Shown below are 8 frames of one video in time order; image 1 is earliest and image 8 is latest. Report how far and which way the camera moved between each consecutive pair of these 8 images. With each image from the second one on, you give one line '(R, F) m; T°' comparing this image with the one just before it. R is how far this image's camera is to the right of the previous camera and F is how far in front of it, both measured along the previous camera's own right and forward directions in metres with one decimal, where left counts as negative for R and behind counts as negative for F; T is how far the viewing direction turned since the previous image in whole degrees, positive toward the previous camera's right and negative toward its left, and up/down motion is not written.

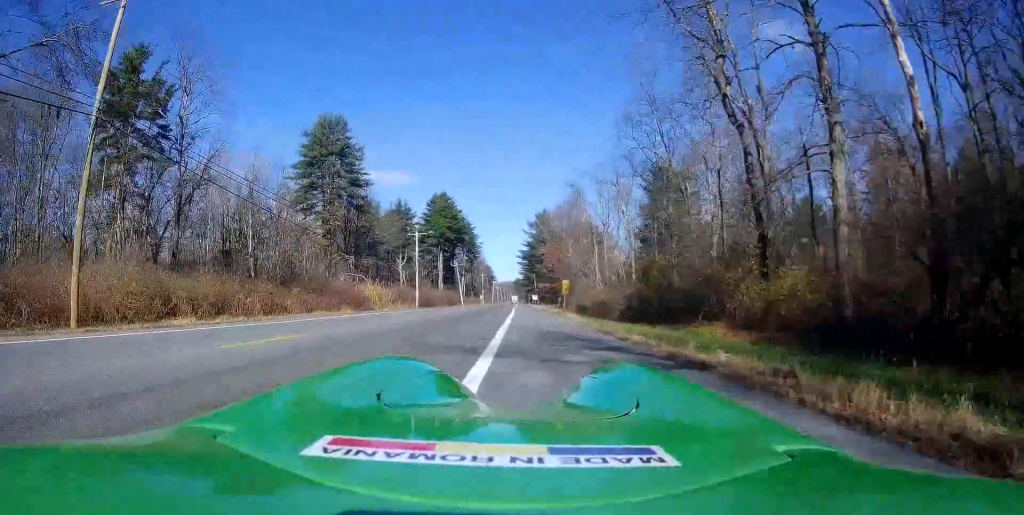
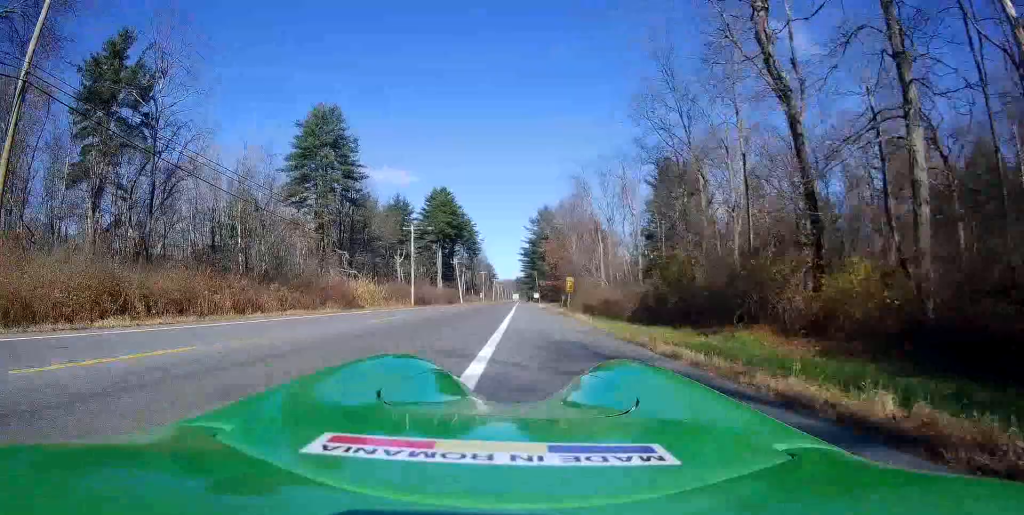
(0.0, +4.1) m; +1°
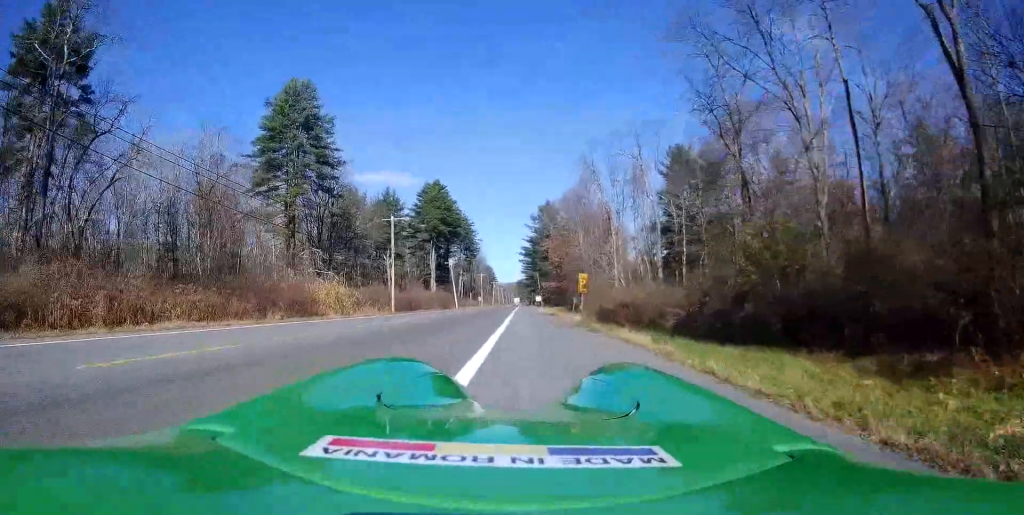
(+0.2, +10.9) m; +2°
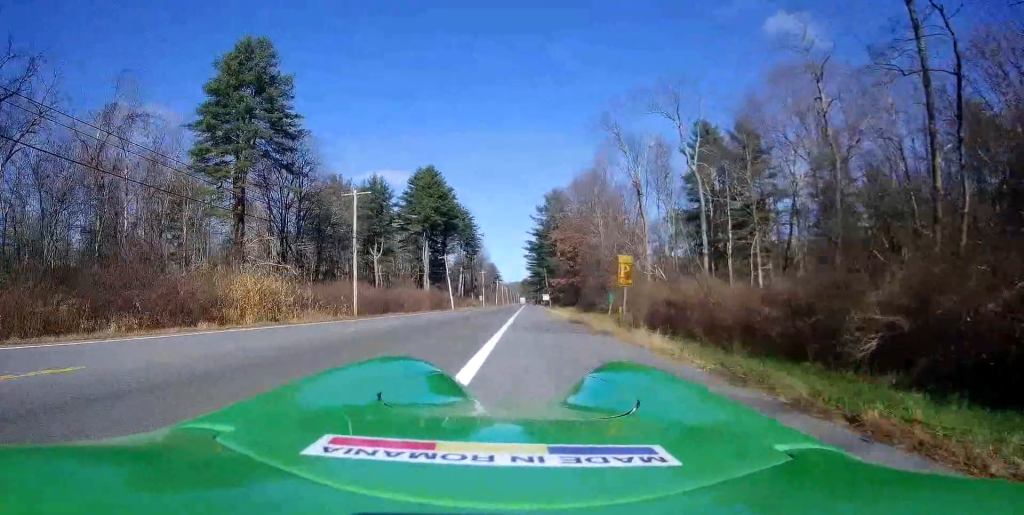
(-0.2, +15.6) m; -2°
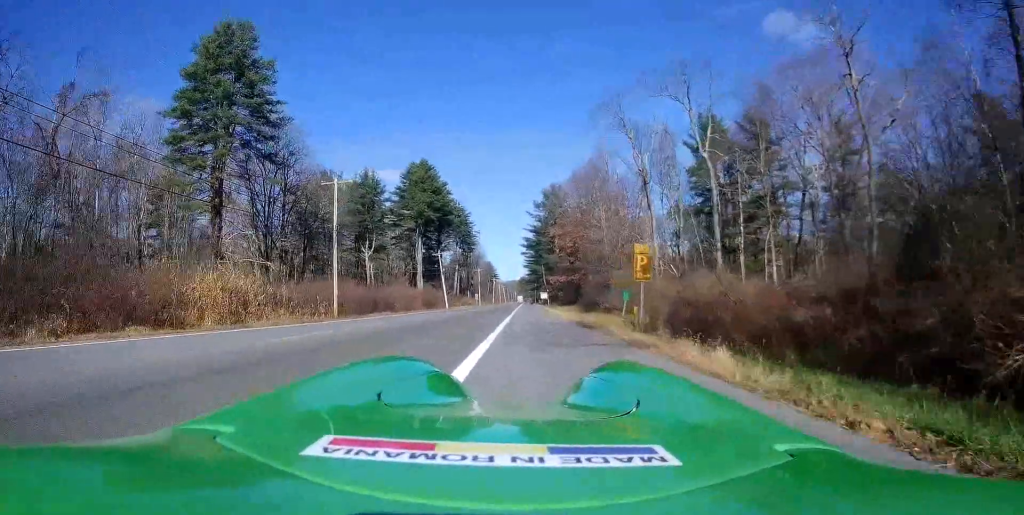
(0.0, +4.1) m; 0°
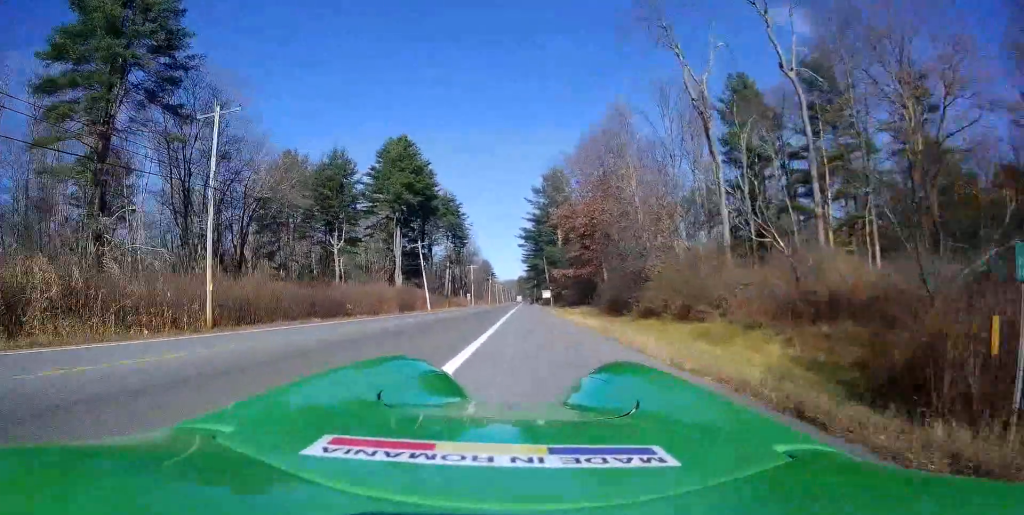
(0.0, +17.7) m; 0°
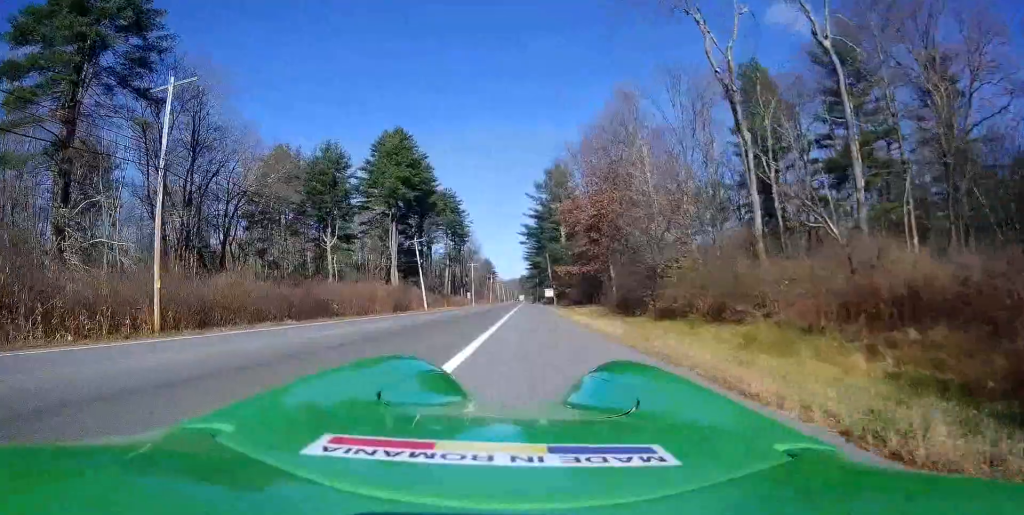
(0.0, +4.5) m; 0°
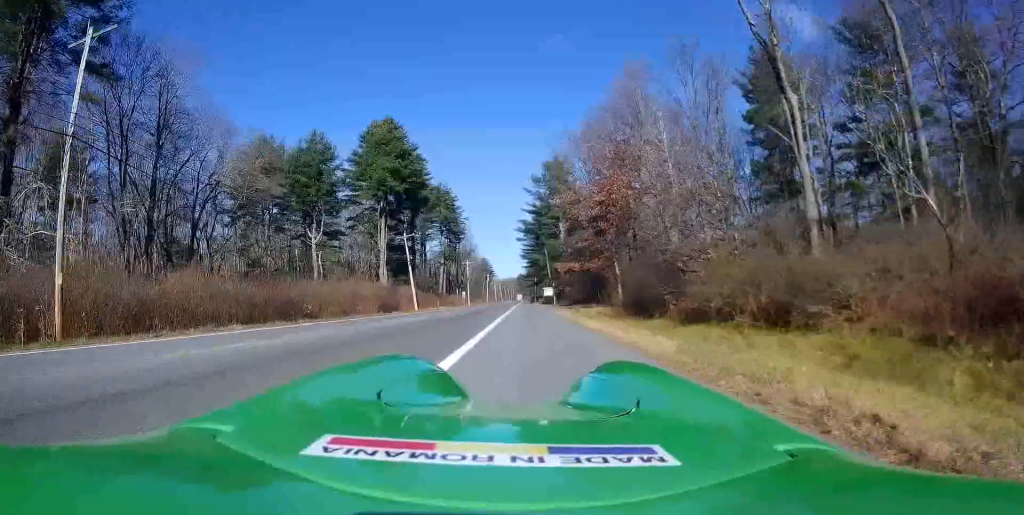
(0.0, +5.3) m; 0°
